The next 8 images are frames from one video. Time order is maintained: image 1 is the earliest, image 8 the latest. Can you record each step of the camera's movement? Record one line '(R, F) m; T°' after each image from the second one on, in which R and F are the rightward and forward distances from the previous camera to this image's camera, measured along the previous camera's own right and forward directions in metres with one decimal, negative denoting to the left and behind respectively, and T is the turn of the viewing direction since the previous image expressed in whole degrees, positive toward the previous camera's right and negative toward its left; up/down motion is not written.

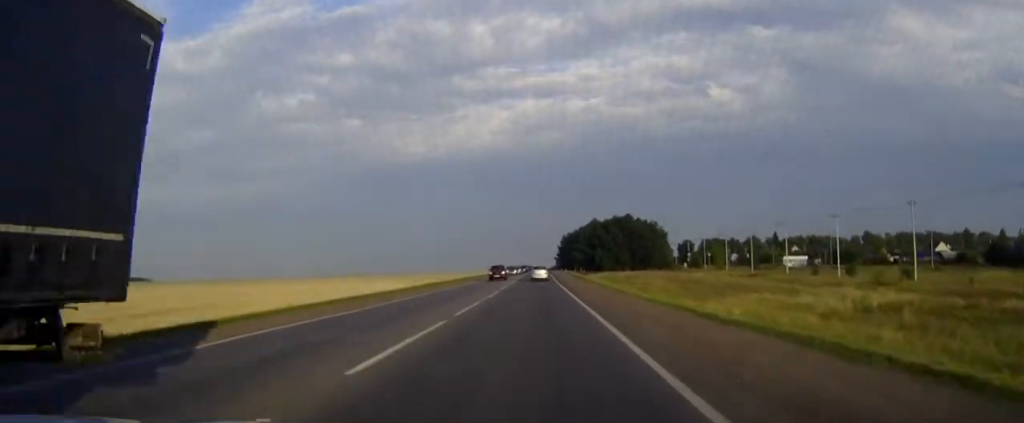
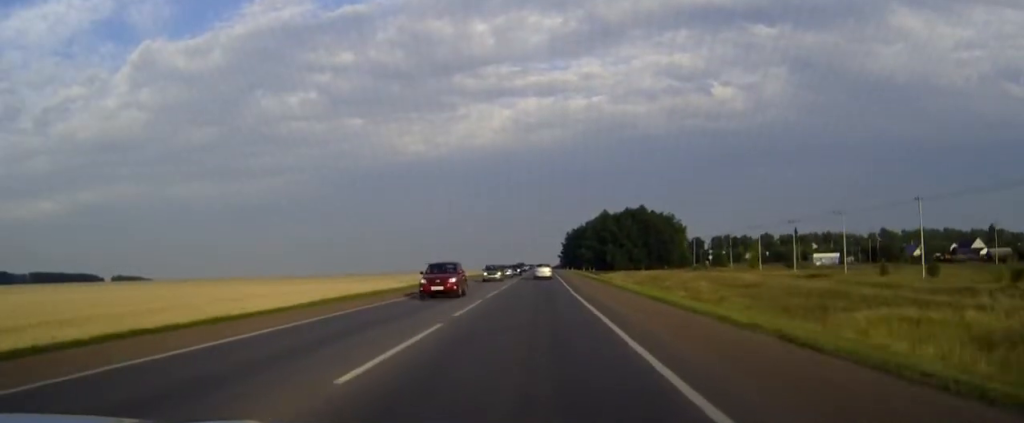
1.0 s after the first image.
(0.0, +24.0) m; 0°
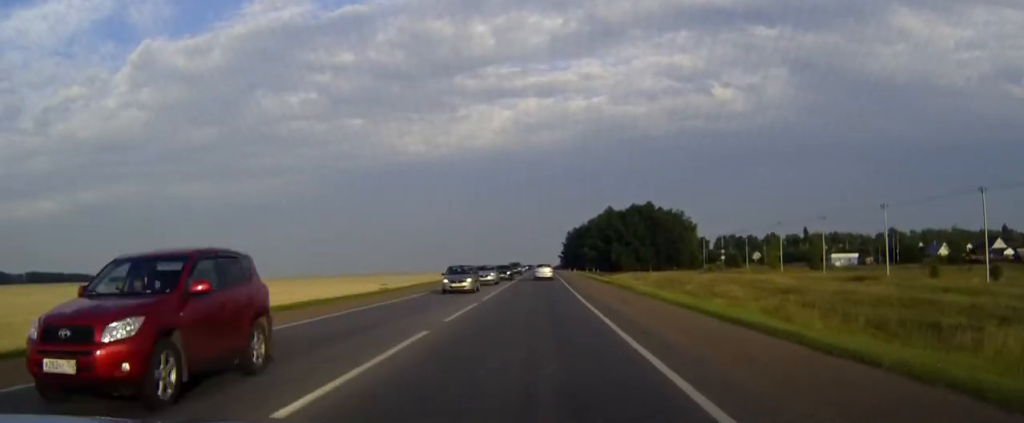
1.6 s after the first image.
(0.0, +13.7) m; 0°
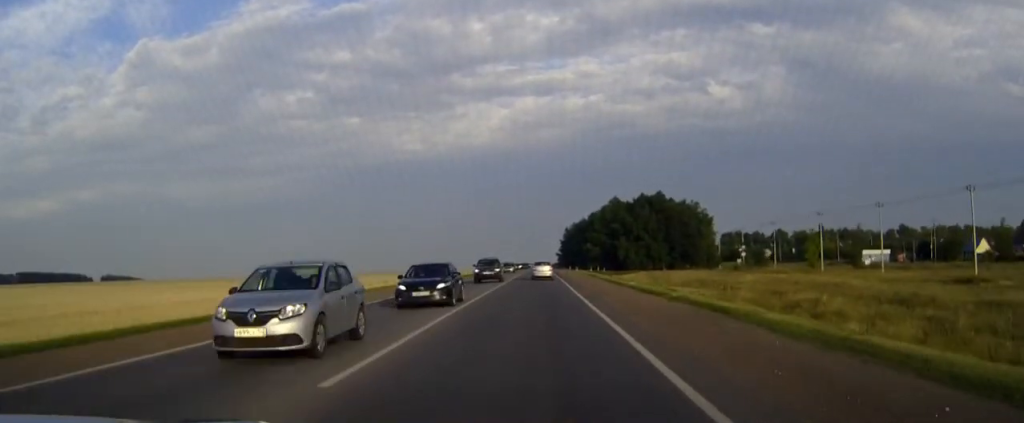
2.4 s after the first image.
(0.0, +20.9) m; 0°
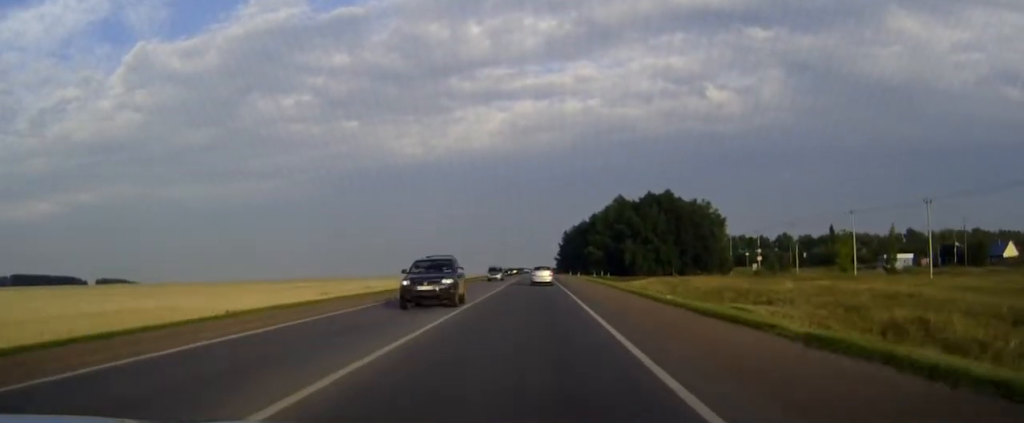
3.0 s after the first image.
(0.0, +13.5) m; 0°
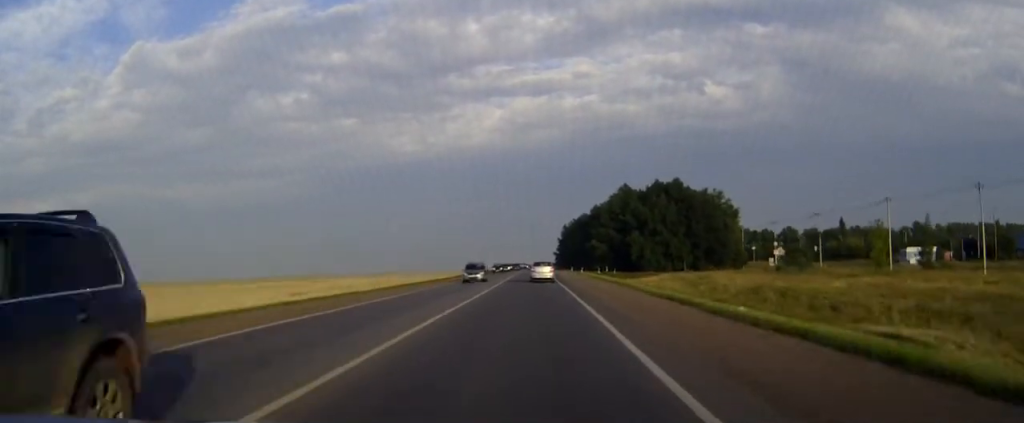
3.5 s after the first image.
(0.0, +12.6) m; 0°
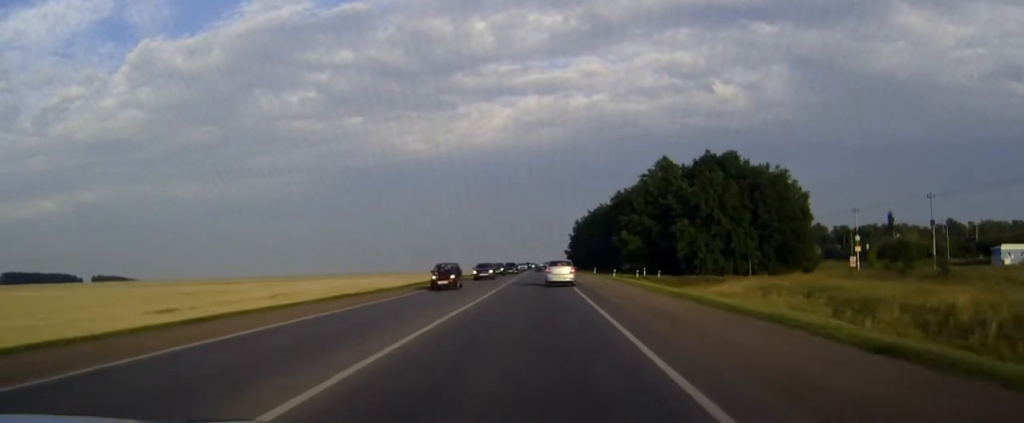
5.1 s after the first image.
(-0.1, +34.6) m; 0°
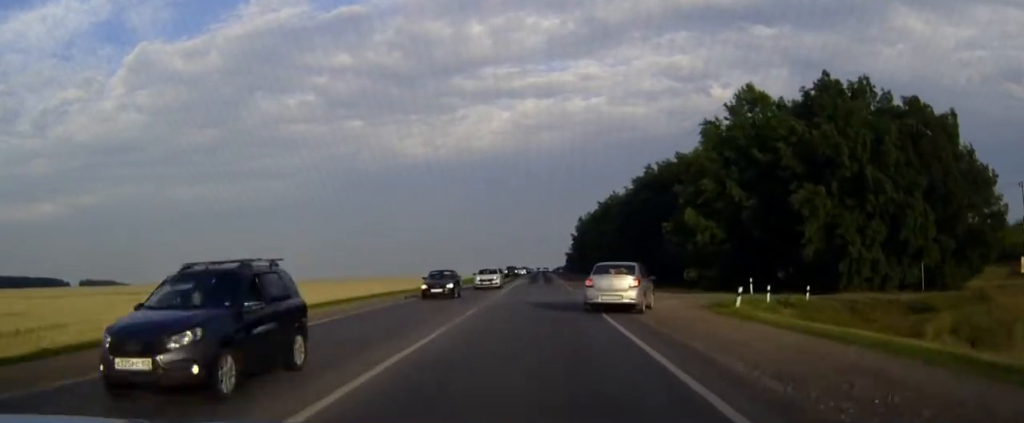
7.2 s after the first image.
(-0.2, +44.0) m; 0°
